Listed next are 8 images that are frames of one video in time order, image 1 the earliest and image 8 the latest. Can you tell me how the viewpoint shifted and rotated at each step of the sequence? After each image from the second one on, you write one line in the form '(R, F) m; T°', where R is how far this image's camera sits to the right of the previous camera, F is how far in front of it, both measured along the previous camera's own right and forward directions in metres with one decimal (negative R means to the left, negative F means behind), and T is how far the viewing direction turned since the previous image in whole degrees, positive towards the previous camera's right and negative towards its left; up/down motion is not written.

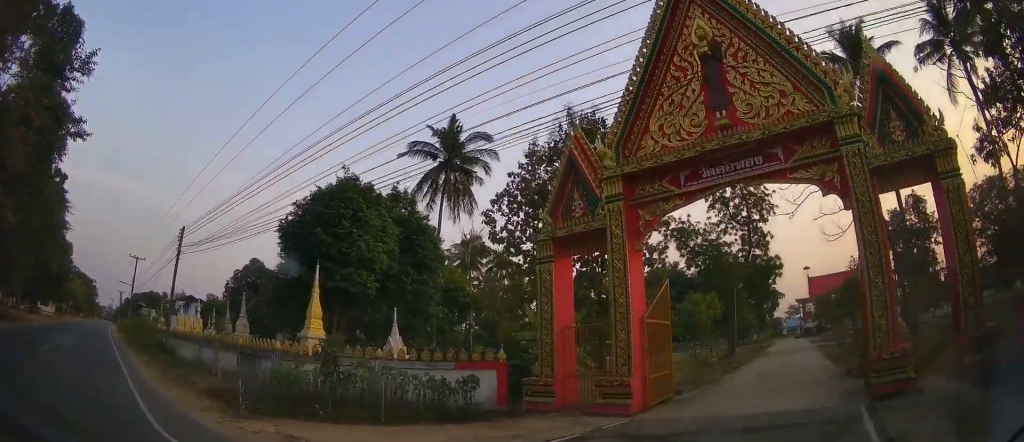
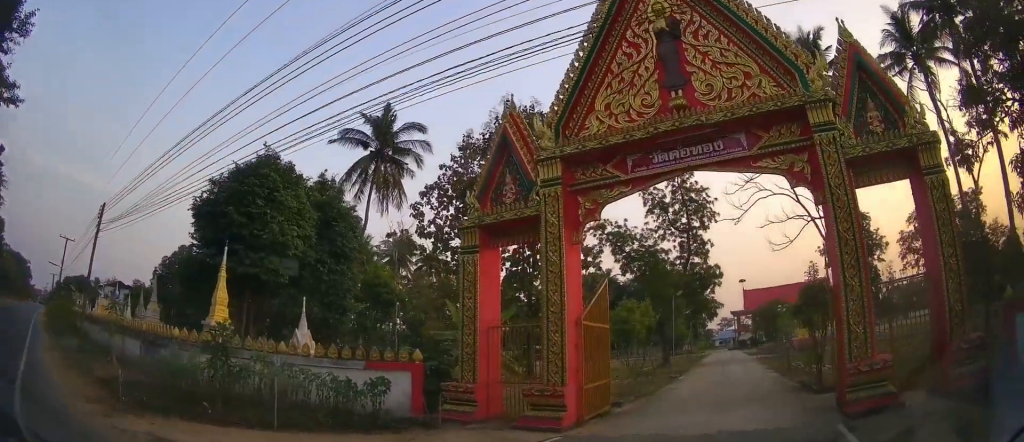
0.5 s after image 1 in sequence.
(+0.2, +1.3) m; +4°
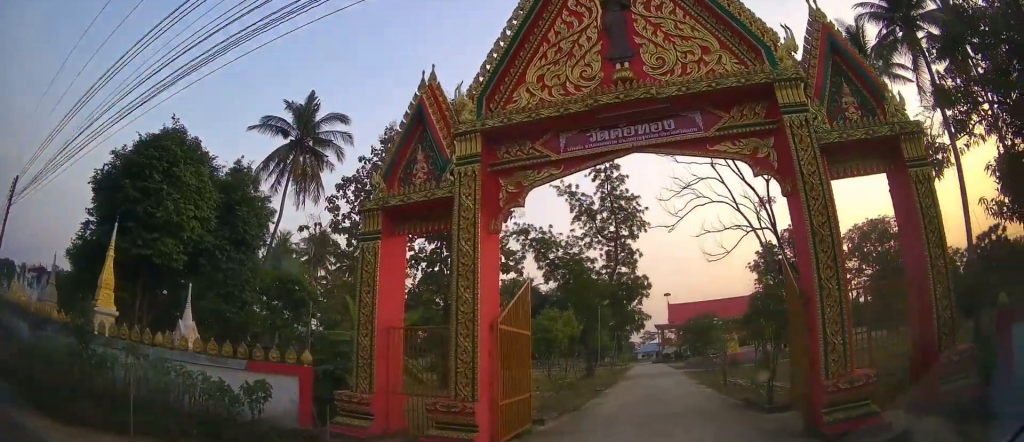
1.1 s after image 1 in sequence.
(+0.1, +1.5) m; +5°
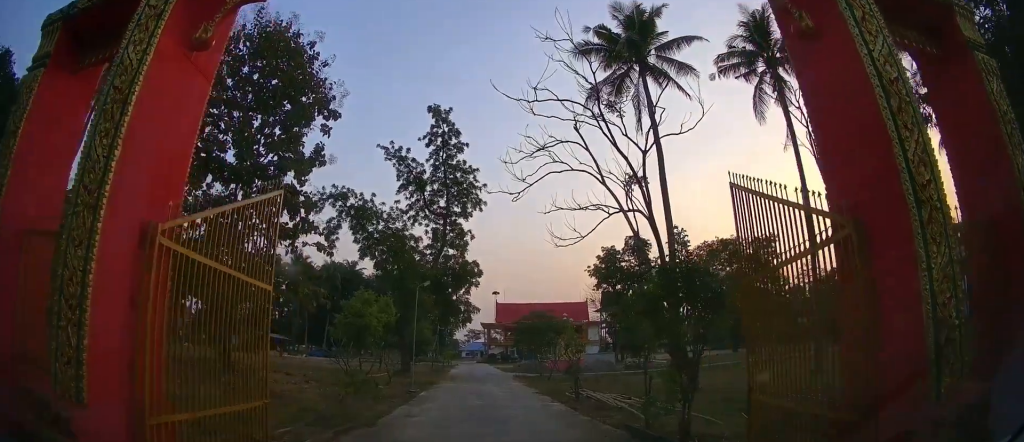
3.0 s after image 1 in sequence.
(+0.6, +4.7) m; +18°
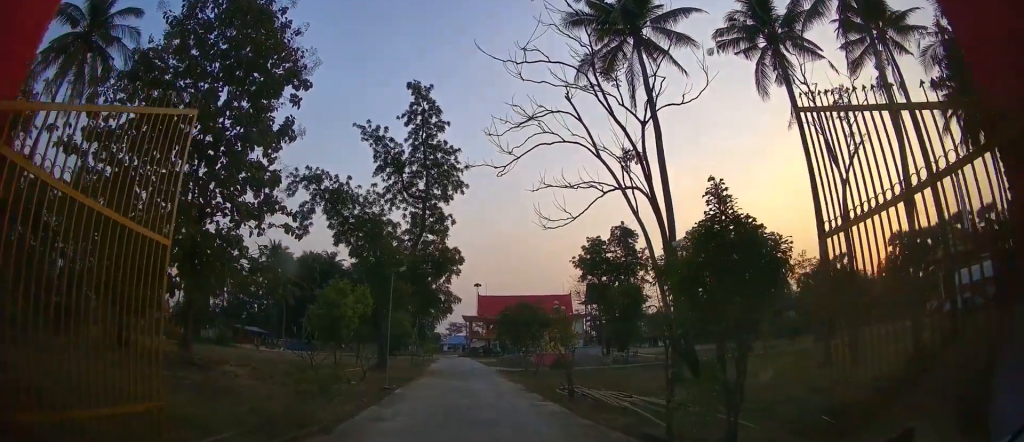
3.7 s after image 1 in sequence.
(+0.1, +1.8) m; 0°
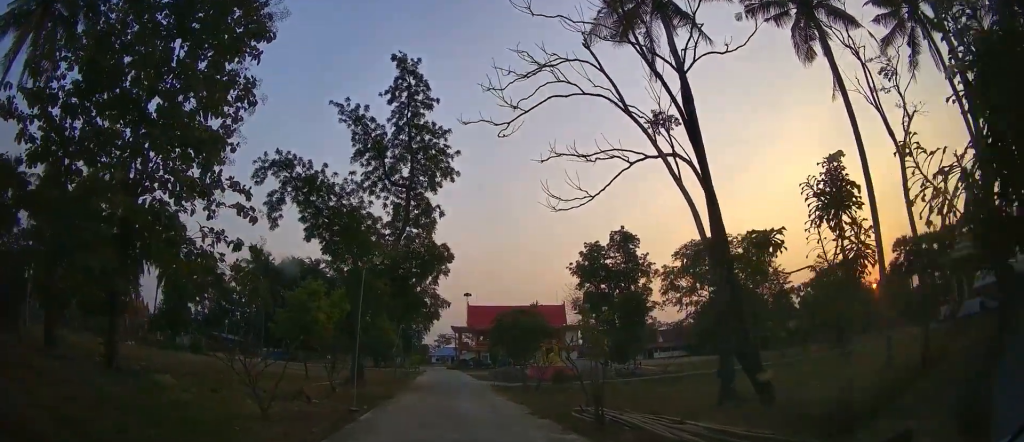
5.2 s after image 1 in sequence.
(-0.2, +3.8) m; -6°
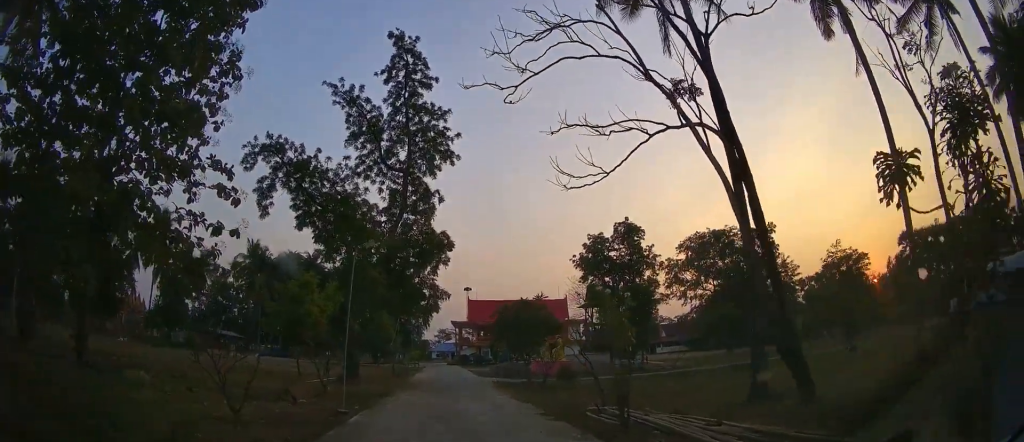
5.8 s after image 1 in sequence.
(0.0, +1.5) m; -1°
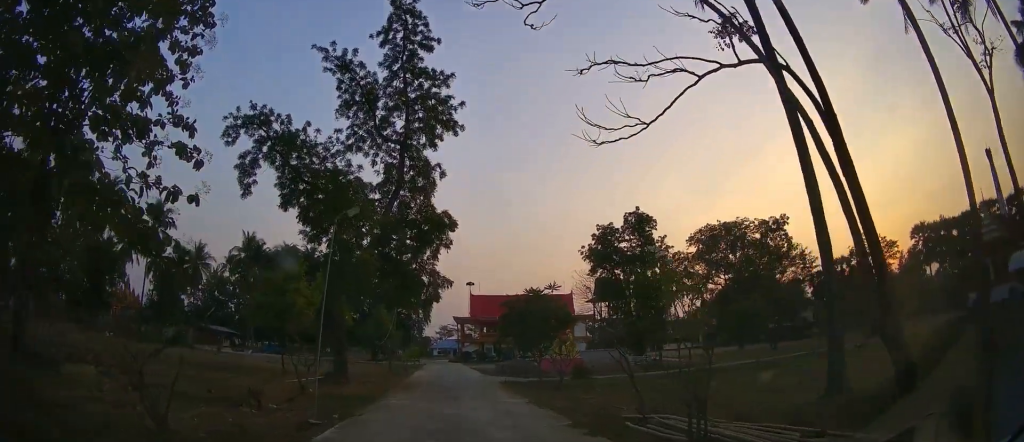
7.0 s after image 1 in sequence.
(0.0, +2.7) m; -3°
